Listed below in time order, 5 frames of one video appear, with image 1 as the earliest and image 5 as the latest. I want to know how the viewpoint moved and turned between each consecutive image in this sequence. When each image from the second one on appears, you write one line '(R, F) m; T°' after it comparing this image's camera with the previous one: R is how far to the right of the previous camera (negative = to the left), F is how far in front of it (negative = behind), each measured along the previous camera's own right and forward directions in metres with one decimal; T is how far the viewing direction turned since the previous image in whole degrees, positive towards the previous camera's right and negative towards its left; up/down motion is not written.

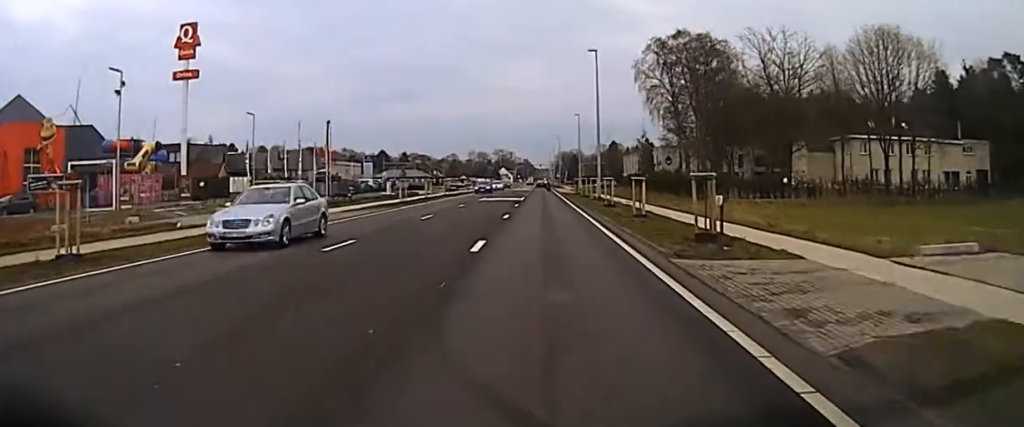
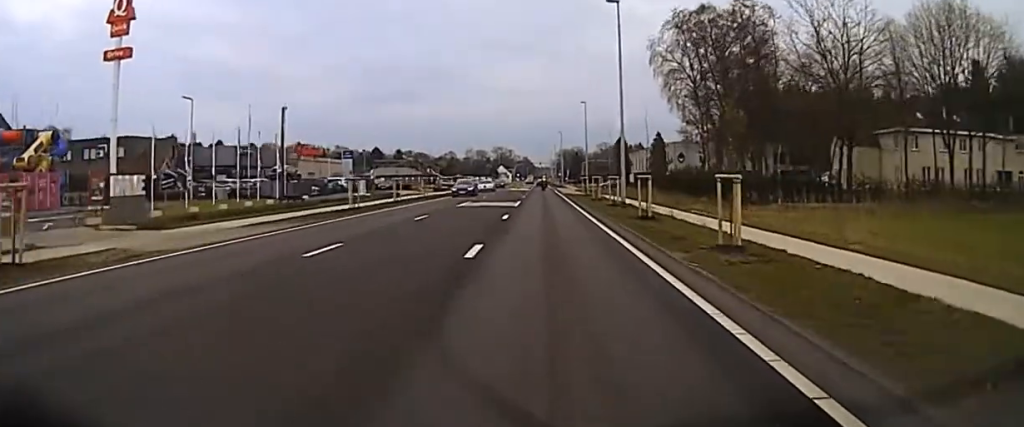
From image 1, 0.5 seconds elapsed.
(0.0, +16.6) m; 0°
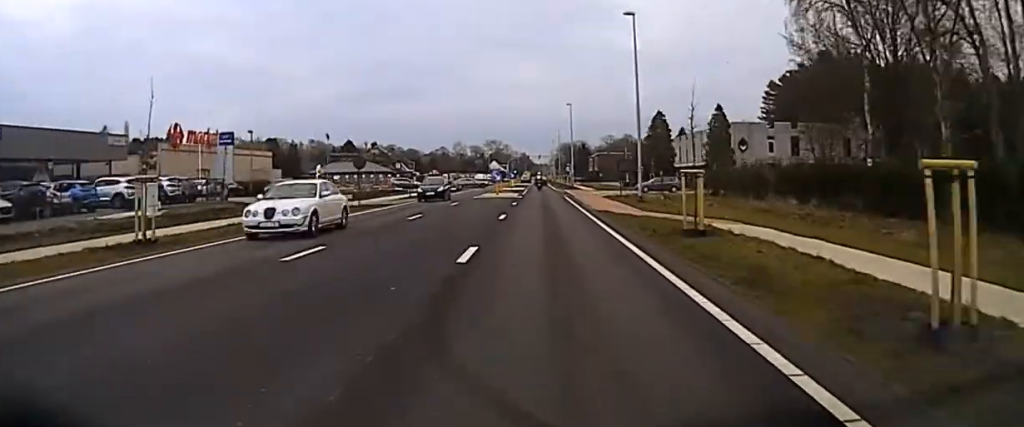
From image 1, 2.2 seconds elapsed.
(-0.3, +49.0) m; 0°
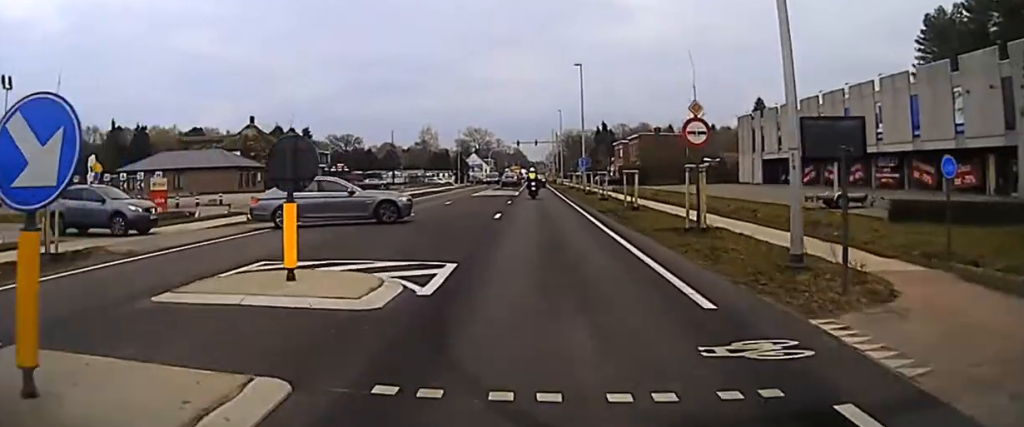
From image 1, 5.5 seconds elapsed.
(+0.3, +78.7) m; -1°
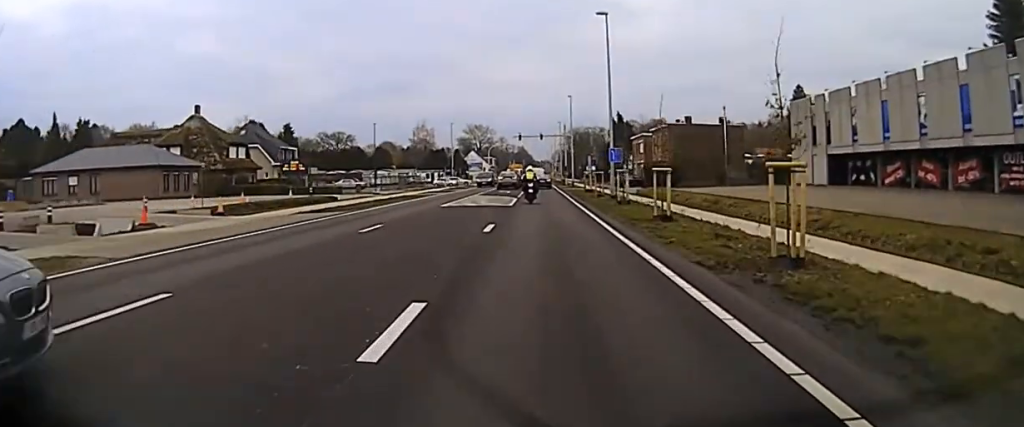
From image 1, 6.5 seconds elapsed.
(0.0, +18.5) m; -1°
